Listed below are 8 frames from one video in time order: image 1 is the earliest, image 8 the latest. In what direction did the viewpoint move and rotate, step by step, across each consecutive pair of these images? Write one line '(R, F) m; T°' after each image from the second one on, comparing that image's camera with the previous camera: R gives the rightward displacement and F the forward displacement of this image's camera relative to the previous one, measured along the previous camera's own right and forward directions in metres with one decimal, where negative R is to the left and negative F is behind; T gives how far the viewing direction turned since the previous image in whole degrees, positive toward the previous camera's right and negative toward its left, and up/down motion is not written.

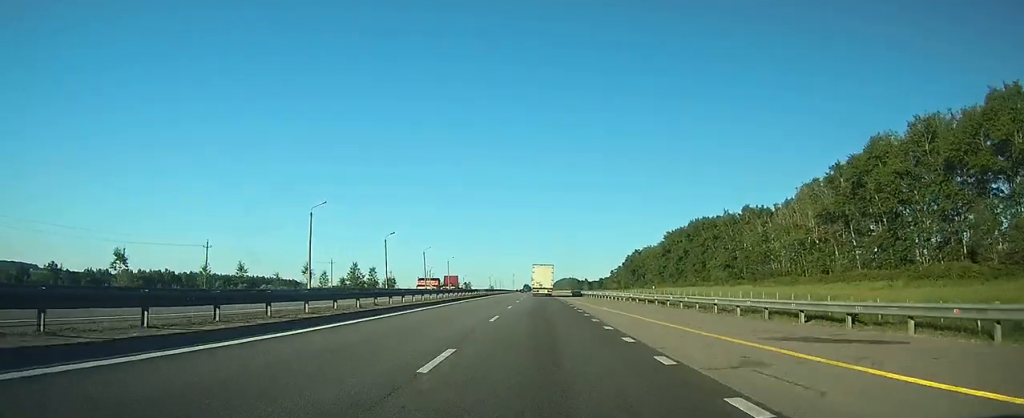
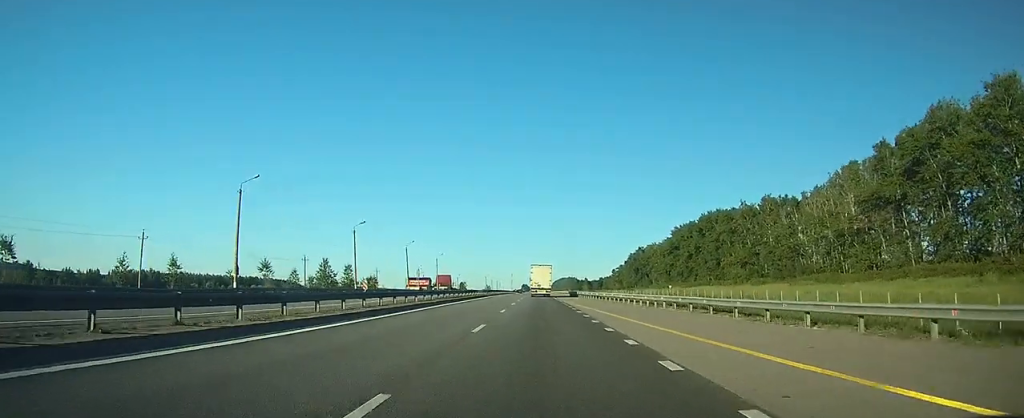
(0.0, +16.6) m; 0°
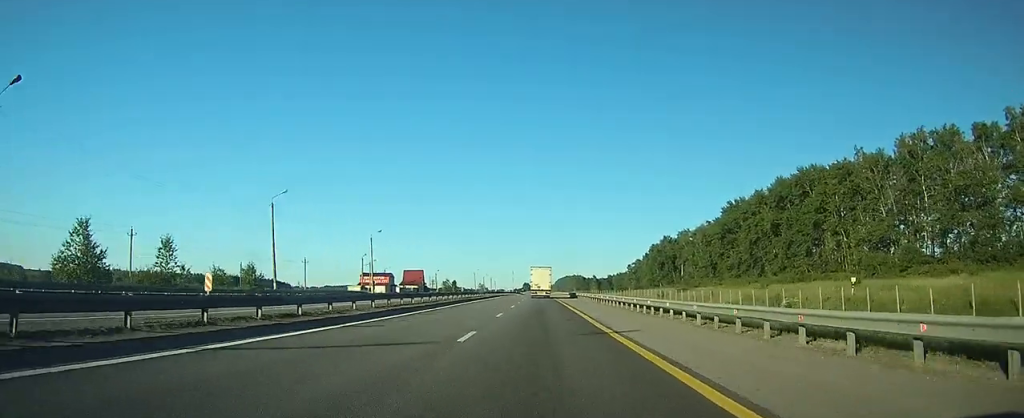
(-0.1, +62.1) m; 0°
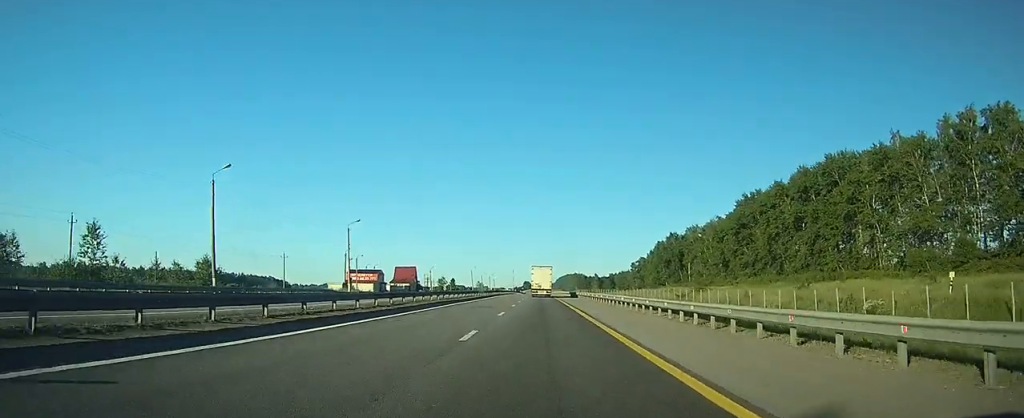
(0.0, +11.8) m; 0°
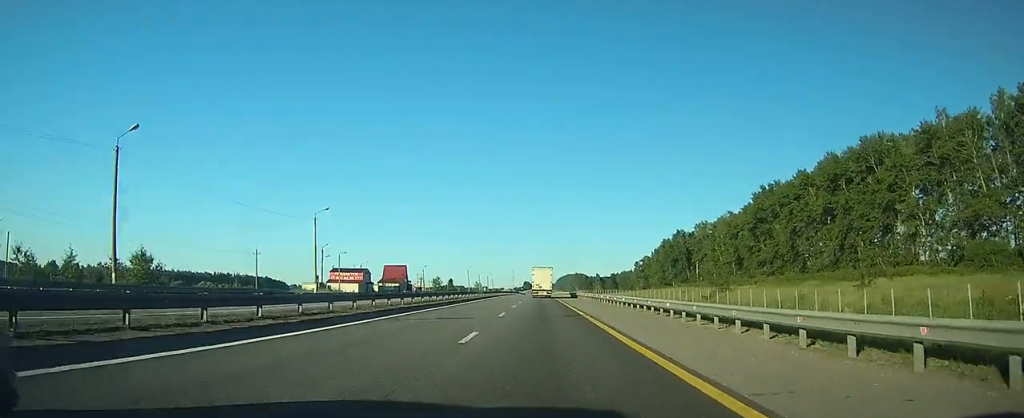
(0.0, +12.5) m; 0°
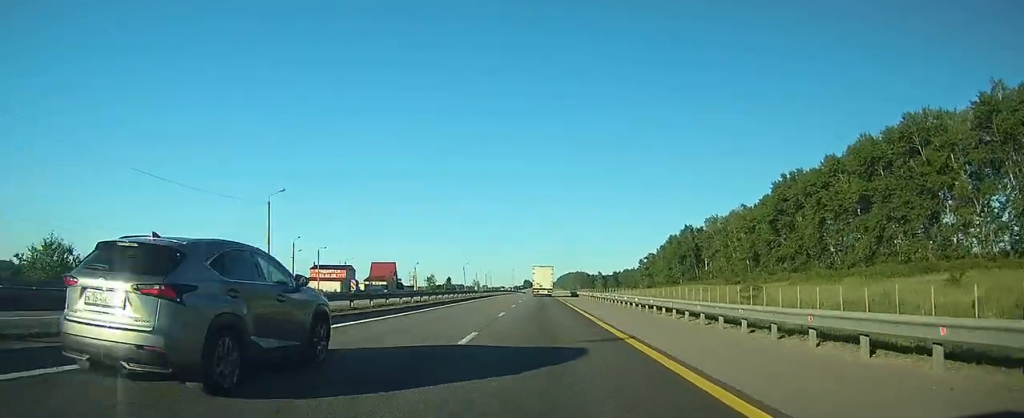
(0.0, +12.5) m; 0°
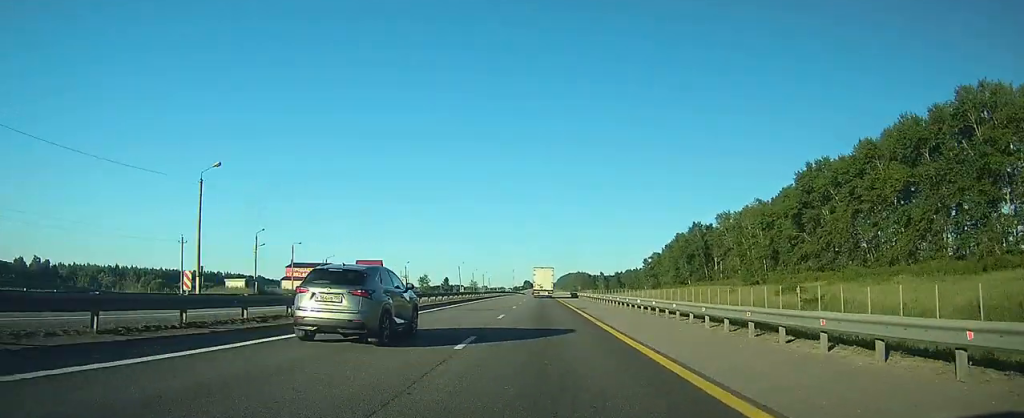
(0.0, +12.4) m; 0°
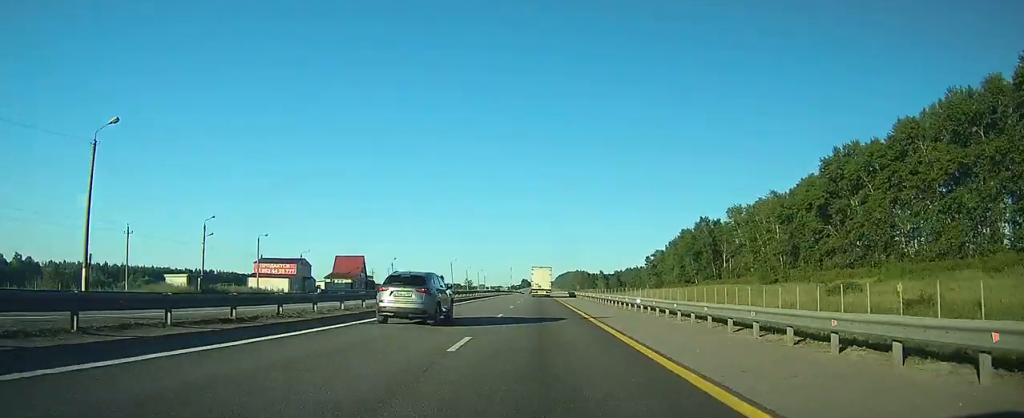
(0.0, +12.4) m; 0°
